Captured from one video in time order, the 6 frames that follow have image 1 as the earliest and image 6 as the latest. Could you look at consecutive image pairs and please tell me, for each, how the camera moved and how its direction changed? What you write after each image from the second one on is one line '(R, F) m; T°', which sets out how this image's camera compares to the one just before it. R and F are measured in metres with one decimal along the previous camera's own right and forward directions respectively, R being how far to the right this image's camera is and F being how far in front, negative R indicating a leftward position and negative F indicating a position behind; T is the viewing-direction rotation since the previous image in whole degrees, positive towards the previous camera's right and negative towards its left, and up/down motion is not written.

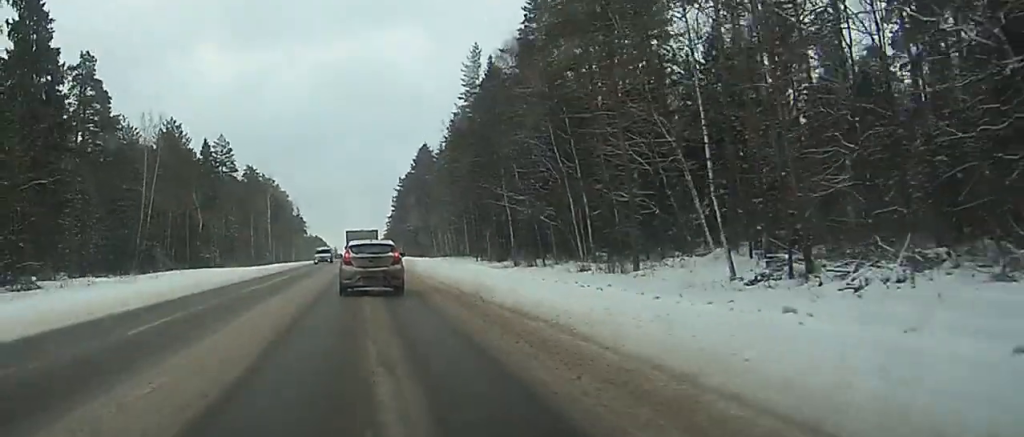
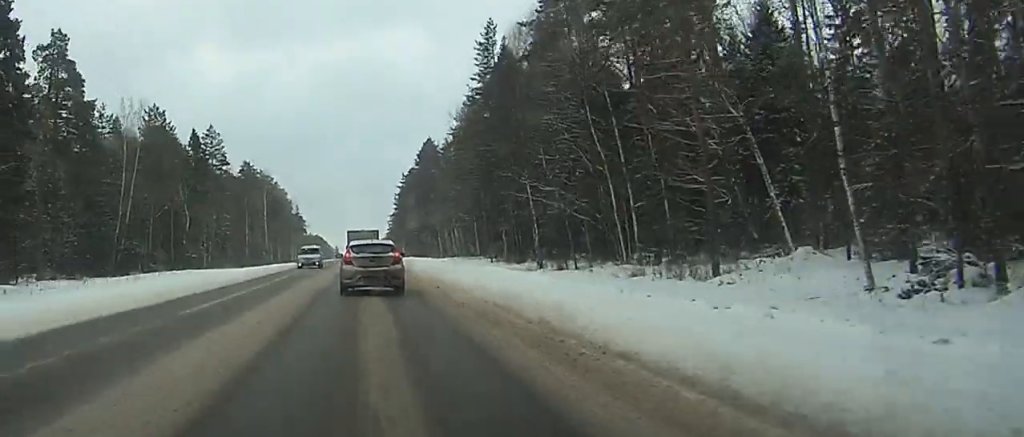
(0.0, +9.1) m; 0°
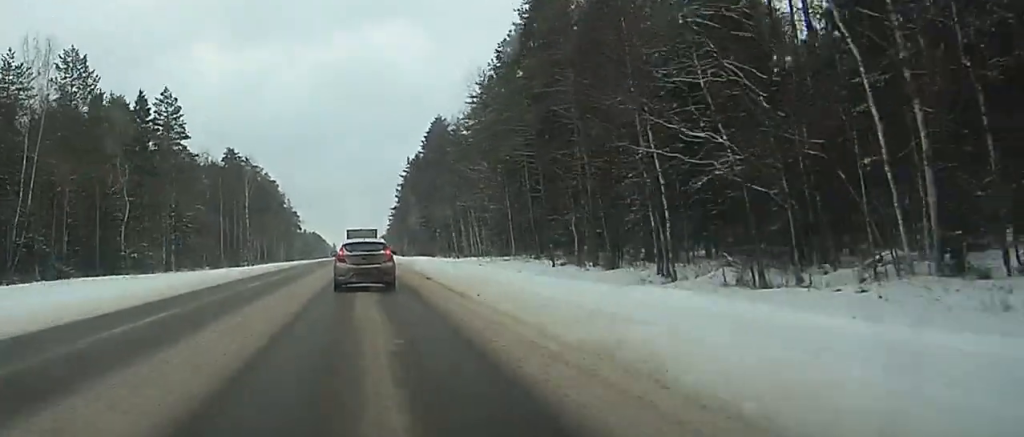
(0.0, +26.1) m; 0°
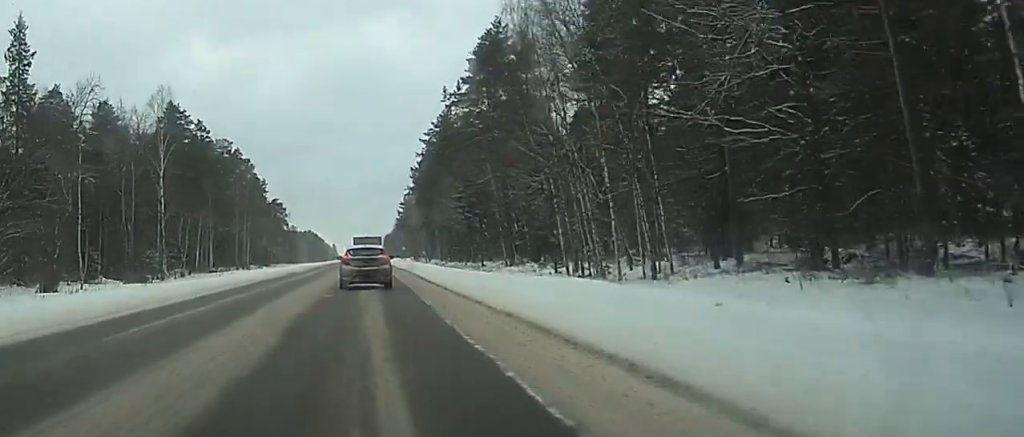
(0.0, +67.5) m; -1°
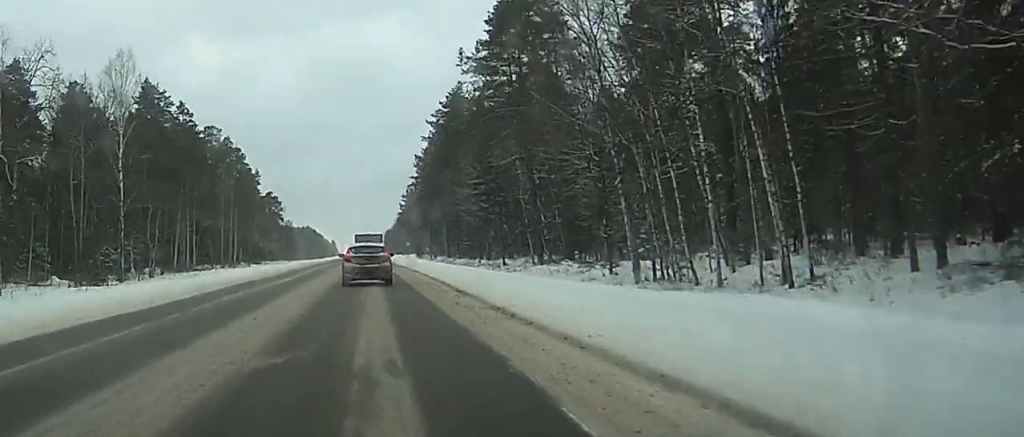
(+0.1, +15.3) m; -4°
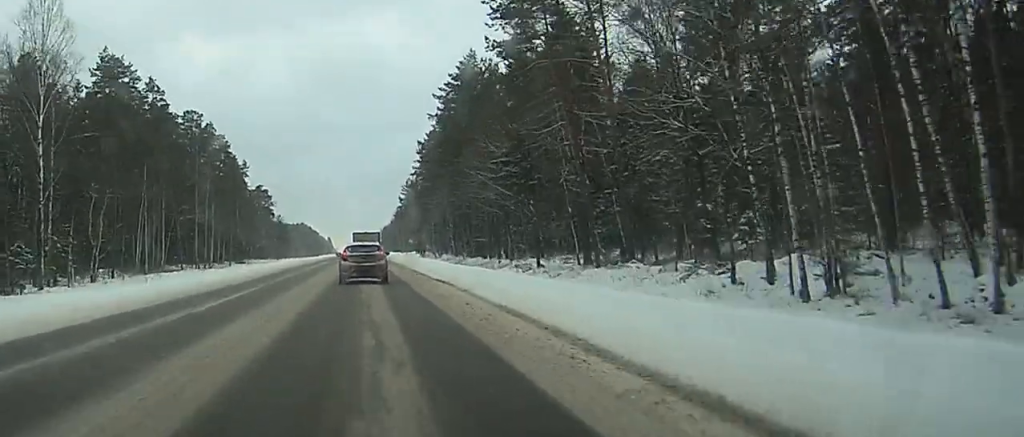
(-1.3, +18.3) m; +1°
